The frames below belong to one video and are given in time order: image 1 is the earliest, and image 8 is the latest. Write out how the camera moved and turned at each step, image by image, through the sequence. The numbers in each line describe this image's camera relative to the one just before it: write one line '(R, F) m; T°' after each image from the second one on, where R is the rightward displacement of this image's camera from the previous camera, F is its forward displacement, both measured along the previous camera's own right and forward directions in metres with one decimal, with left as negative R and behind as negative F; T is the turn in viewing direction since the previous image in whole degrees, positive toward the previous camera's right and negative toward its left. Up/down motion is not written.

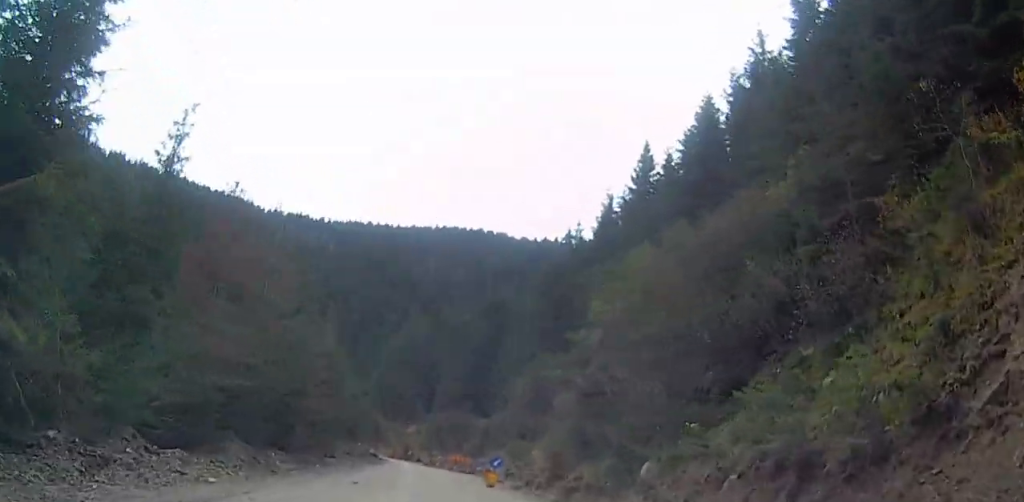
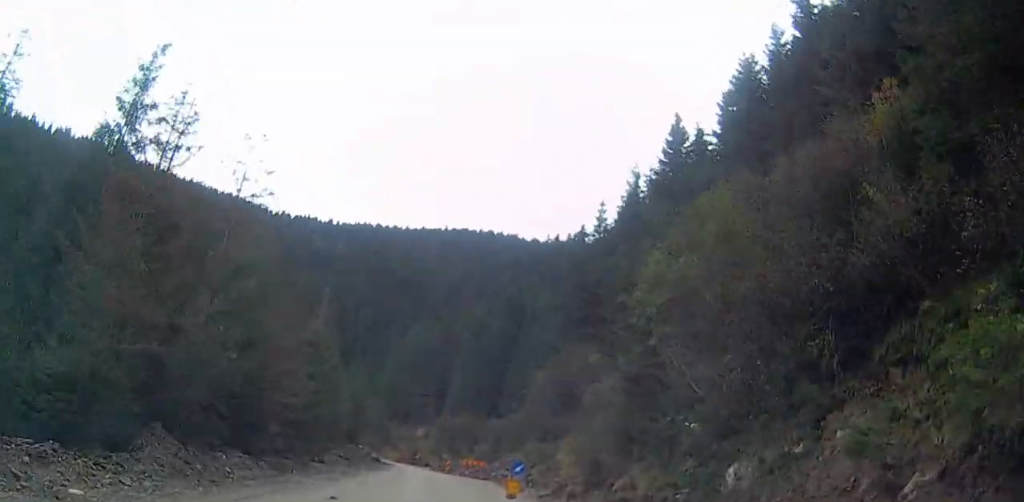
(+0.6, +6.2) m; 0°
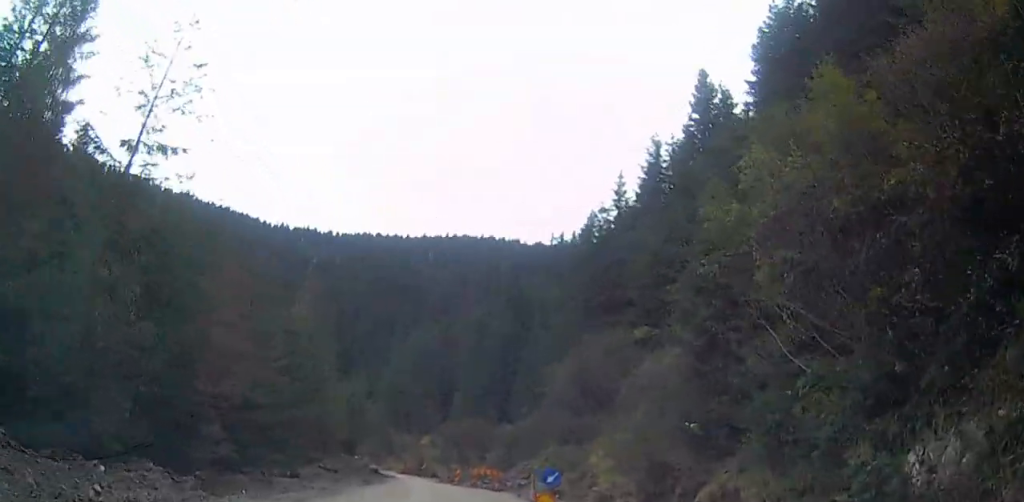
(-0.7, +6.6) m; -3°
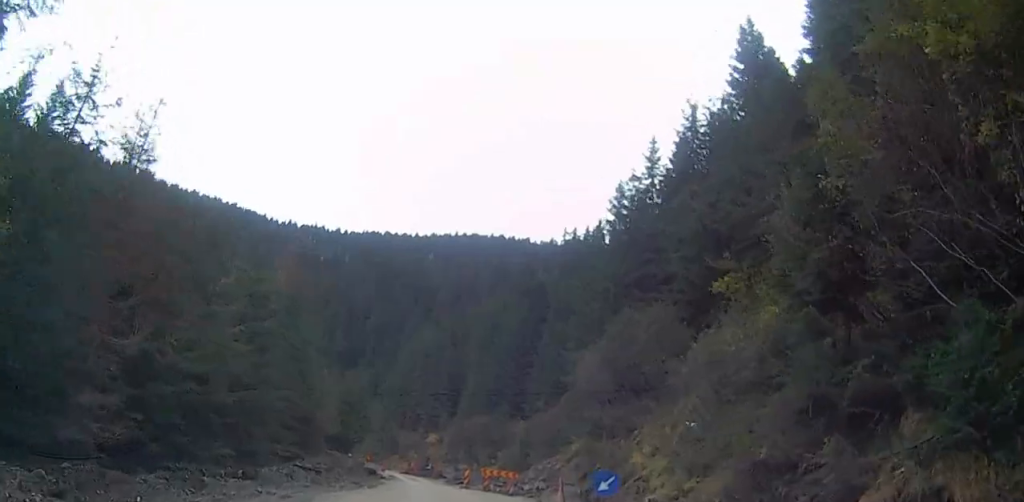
(-0.2, +6.2) m; -2°
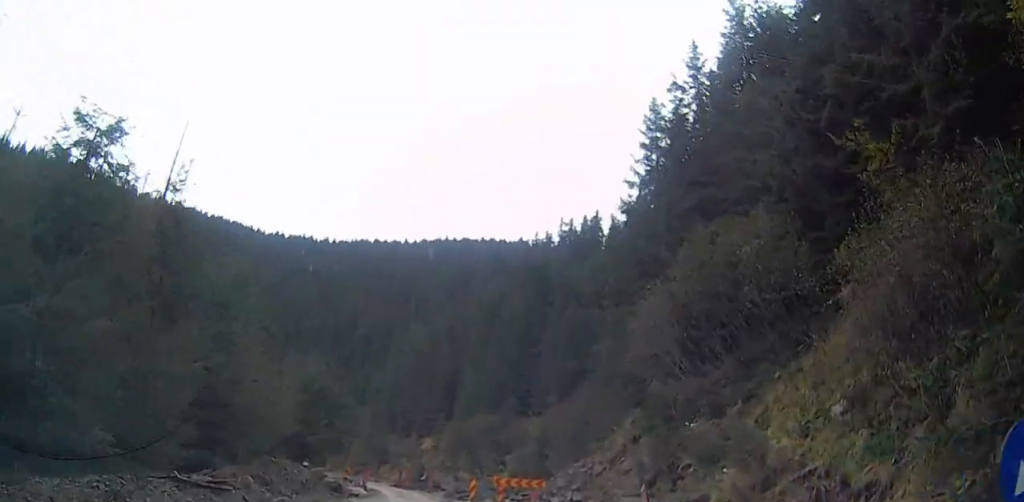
(+0.1, +11.2) m; 0°
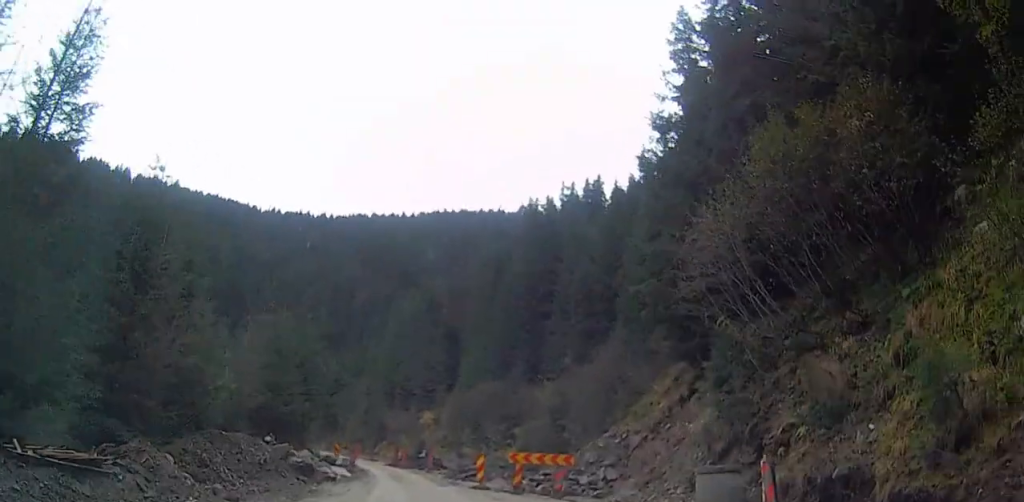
(-0.2, +5.8) m; 0°
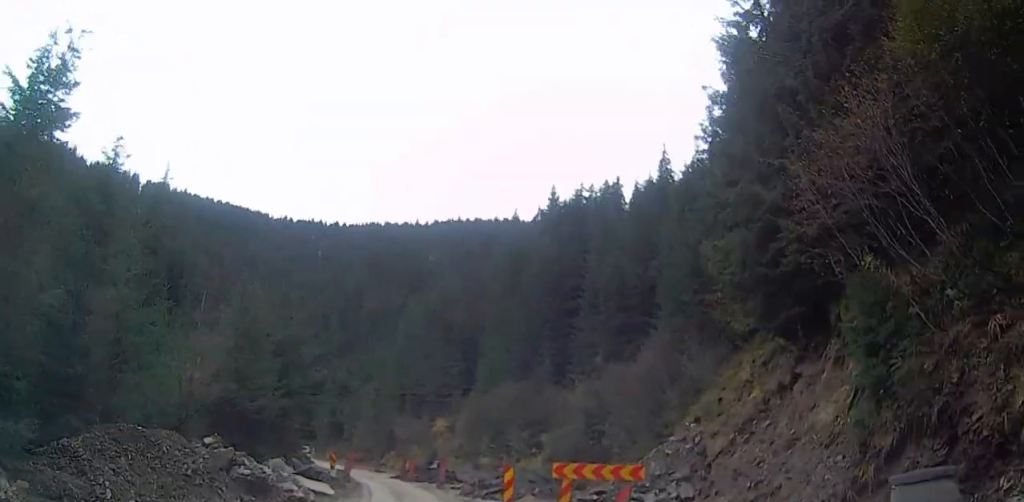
(+0.1, +6.4) m; 0°
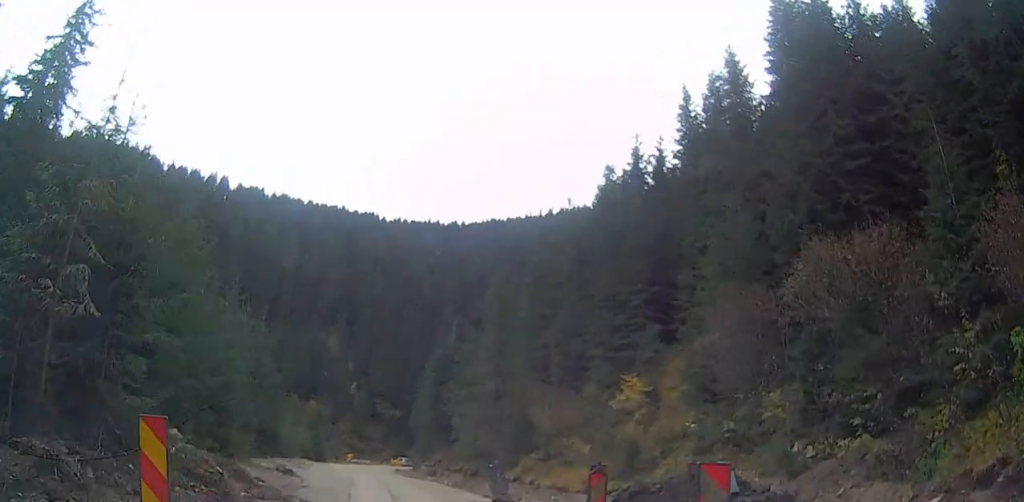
(+0.5, +34.2) m; -8°
